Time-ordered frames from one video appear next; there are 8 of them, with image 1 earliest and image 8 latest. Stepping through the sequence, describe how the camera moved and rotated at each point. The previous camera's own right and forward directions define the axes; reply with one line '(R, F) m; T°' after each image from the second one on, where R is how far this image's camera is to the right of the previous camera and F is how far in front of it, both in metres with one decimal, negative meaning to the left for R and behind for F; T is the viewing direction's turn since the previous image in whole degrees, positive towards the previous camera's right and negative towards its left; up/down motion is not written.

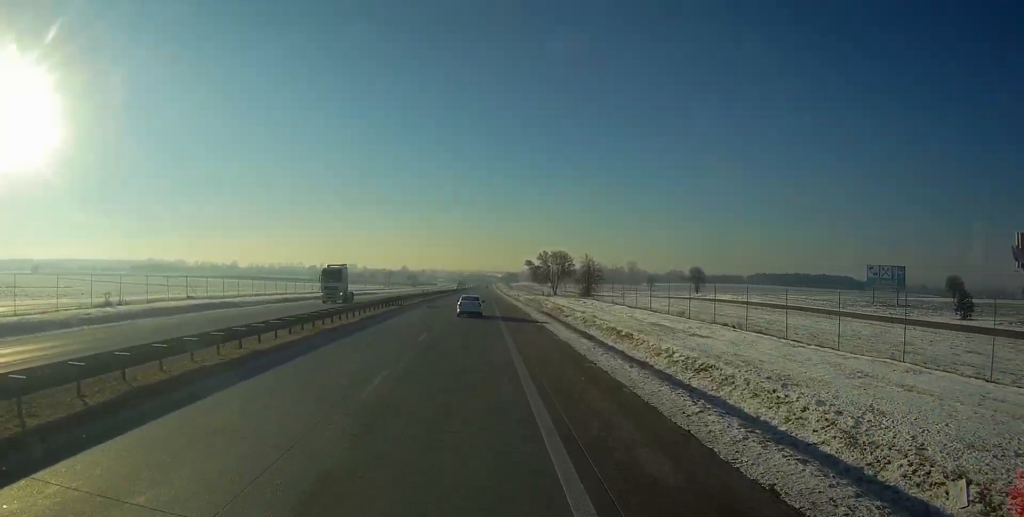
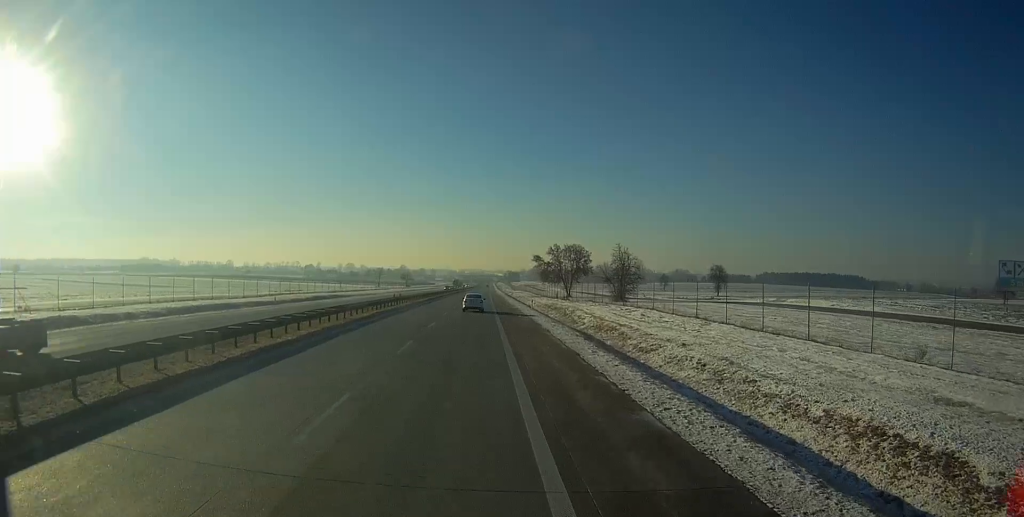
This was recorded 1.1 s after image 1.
(+0.1, +27.3) m; 0°
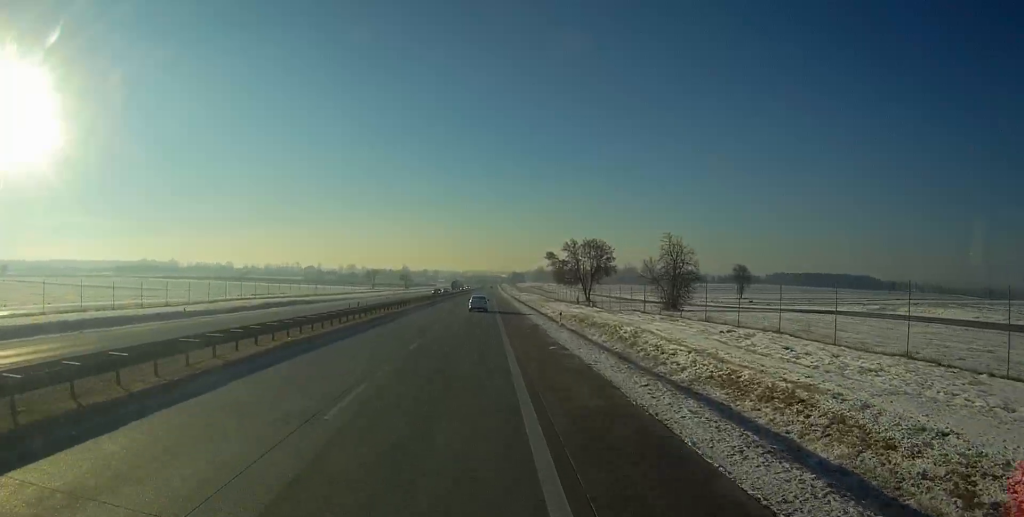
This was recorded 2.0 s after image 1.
(-0.1, +21.6) m; 0°
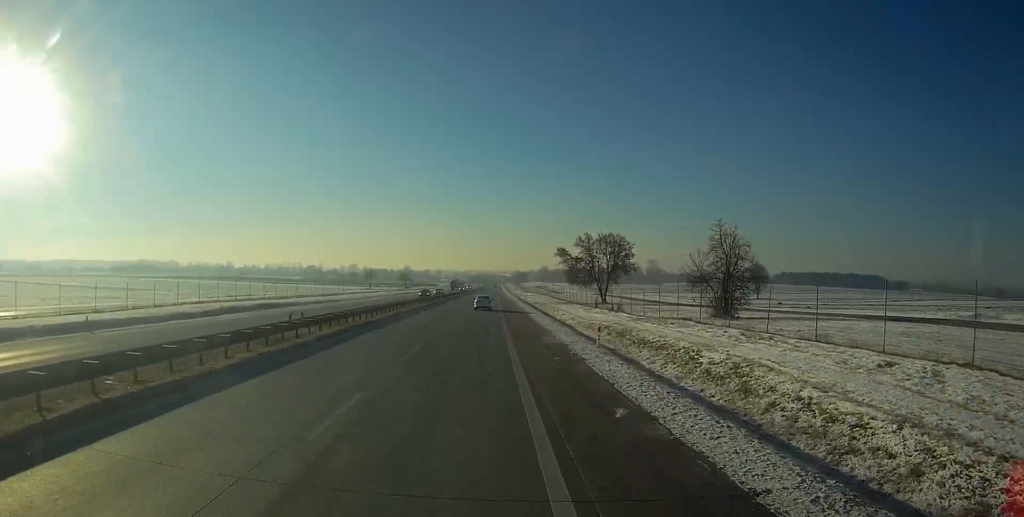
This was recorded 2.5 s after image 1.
(0.0, +13.1) m; 0°
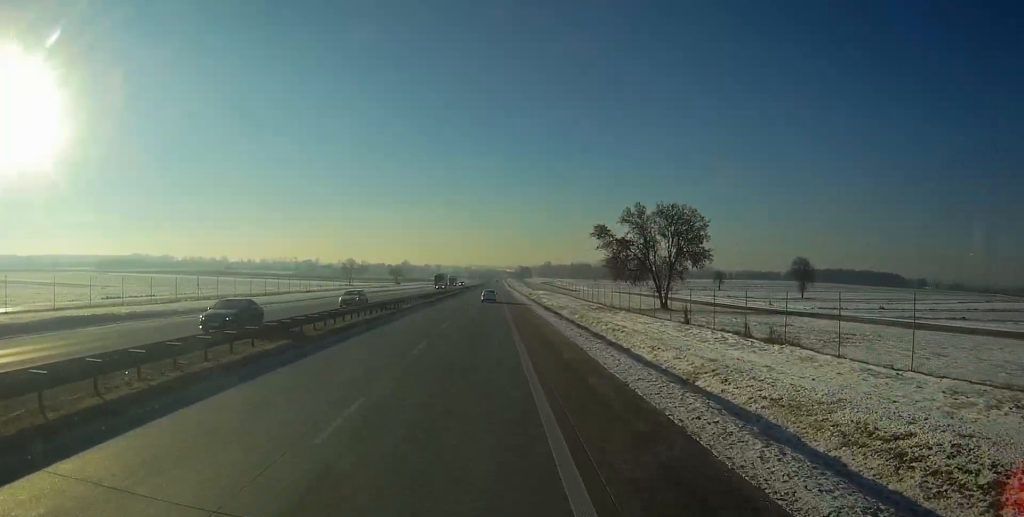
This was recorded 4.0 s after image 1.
(+0.1, +35.7) m; 0°
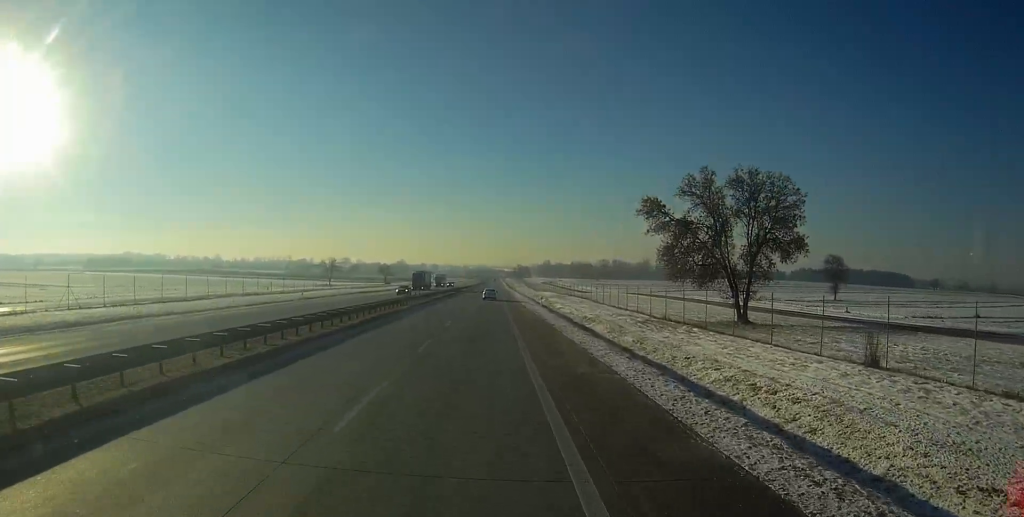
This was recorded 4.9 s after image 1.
(+0.1, +22.6) m; 0°
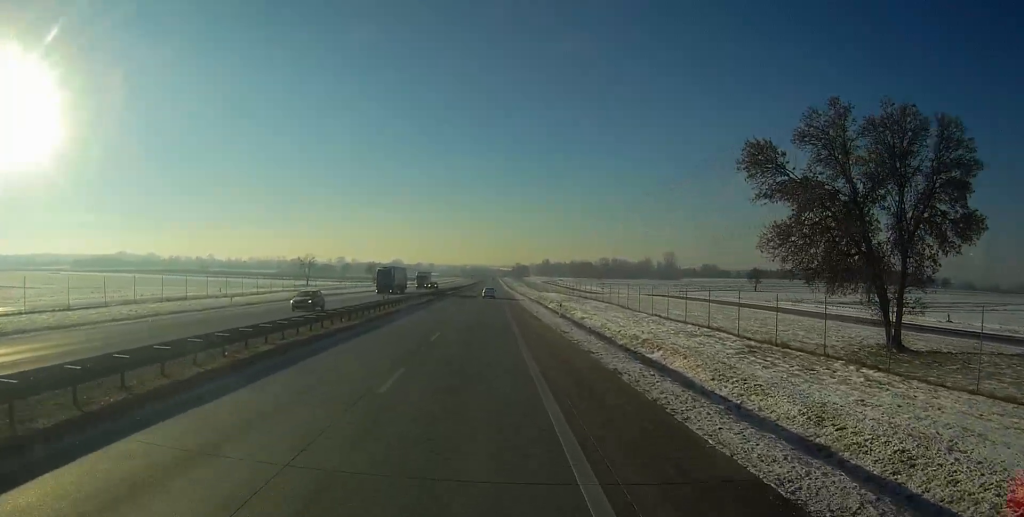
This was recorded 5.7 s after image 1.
(0.0, +19.8) m; 0°
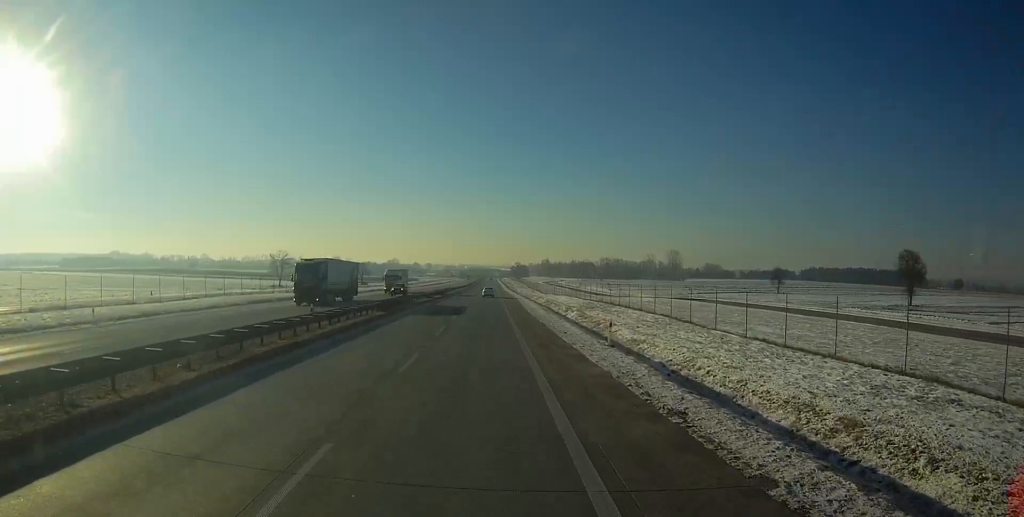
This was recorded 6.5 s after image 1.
(0.0, +20.3) m; 0°
